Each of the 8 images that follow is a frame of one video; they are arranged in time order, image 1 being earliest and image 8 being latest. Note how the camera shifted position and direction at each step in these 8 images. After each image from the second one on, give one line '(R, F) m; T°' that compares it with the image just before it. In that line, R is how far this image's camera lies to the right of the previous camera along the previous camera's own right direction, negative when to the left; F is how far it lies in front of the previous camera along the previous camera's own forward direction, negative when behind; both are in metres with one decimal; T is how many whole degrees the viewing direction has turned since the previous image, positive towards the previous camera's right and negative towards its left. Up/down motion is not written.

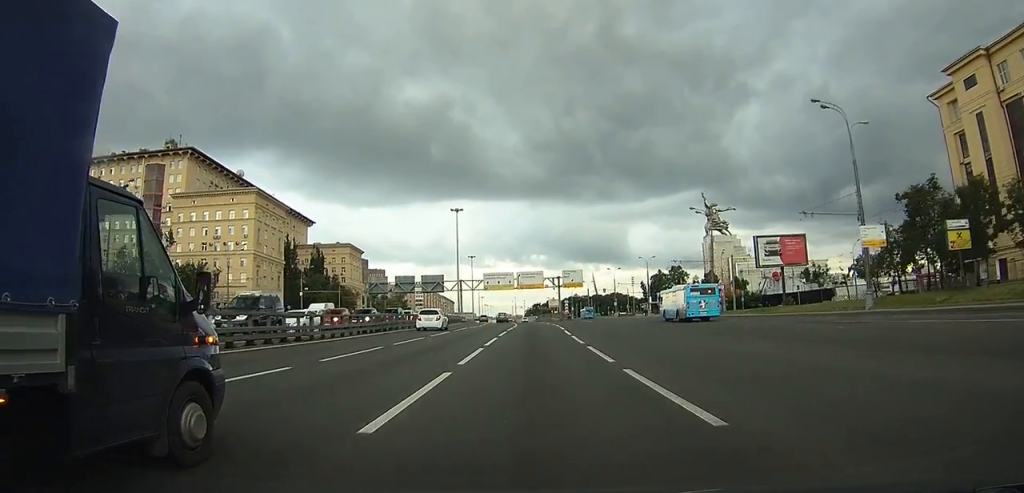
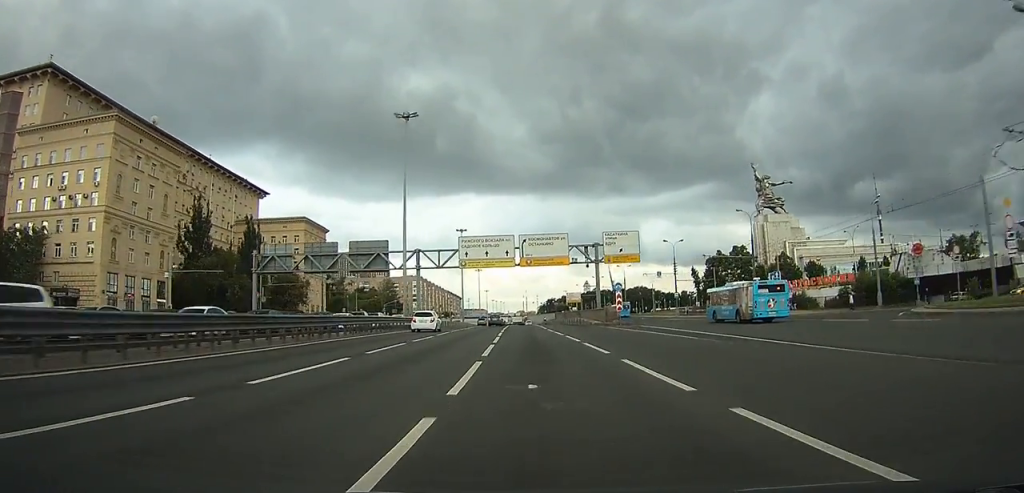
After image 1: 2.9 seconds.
(-0.2, +53.2) m; -2°
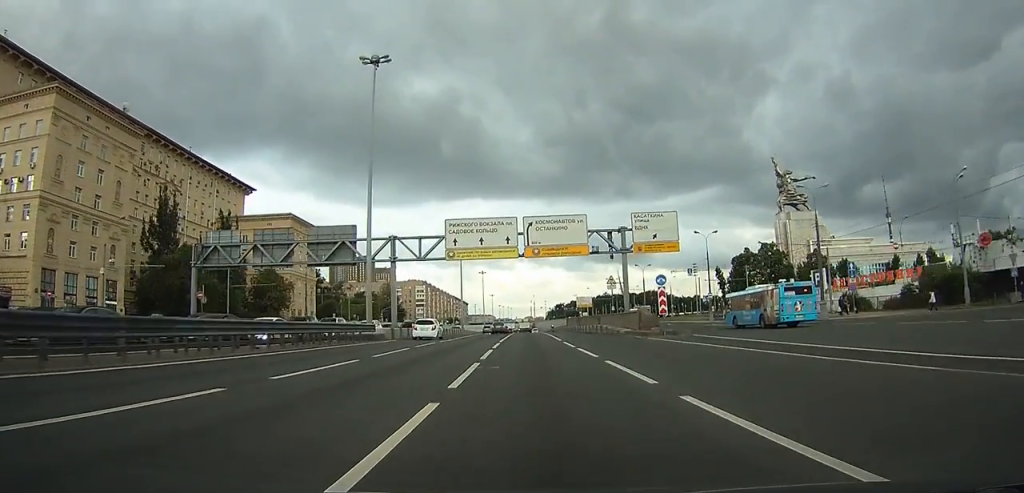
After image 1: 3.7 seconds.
(-0.2, +14.7) m; -2°
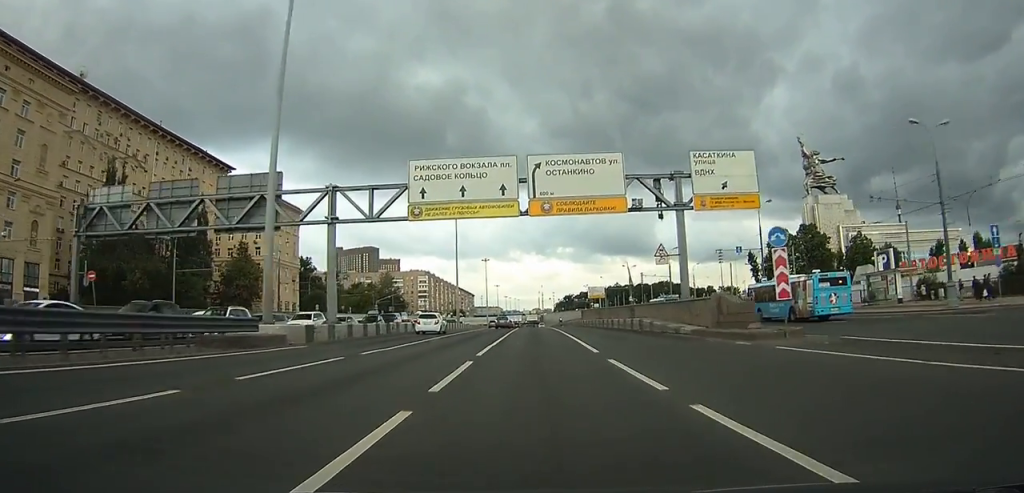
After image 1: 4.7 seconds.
(-0.3, +17.3) m; -1°
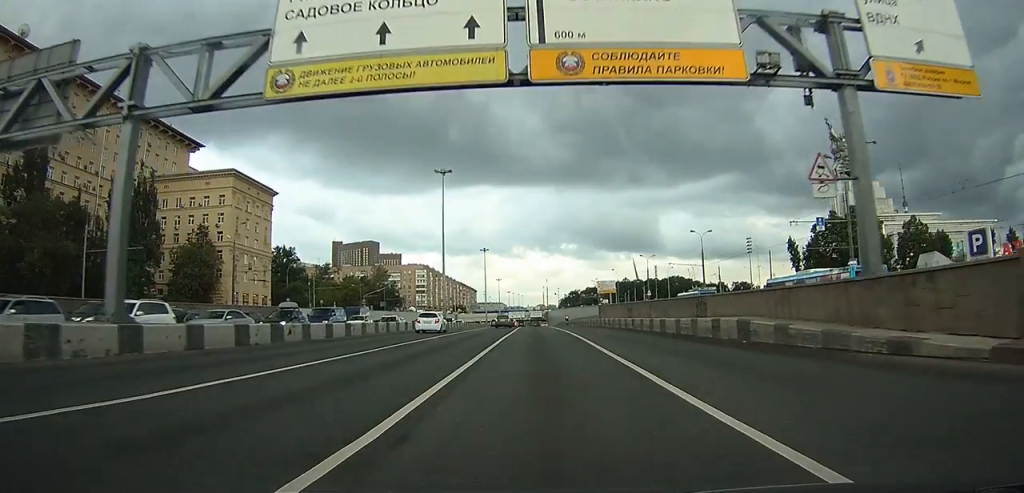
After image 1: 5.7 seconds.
(-0.1, +18.6) m; 0°
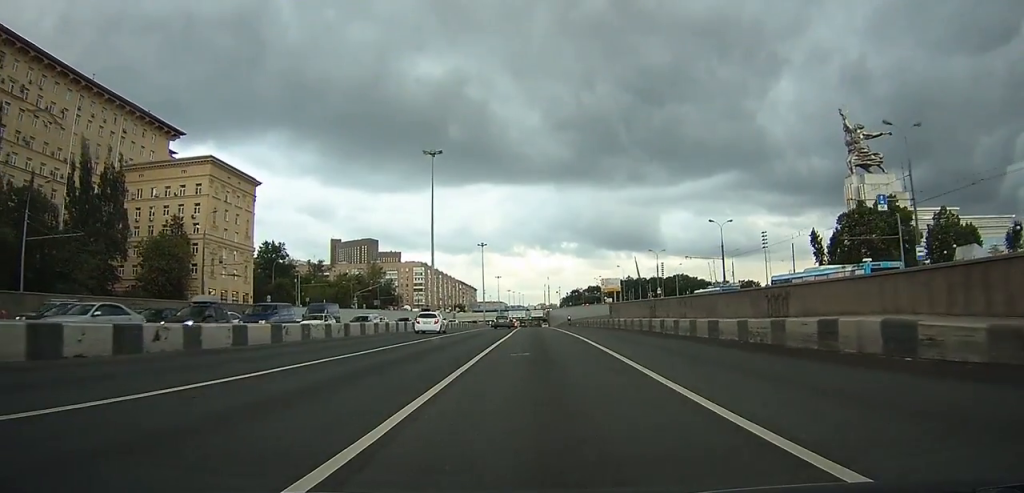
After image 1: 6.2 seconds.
(+0.1, +9.3) m; 0°
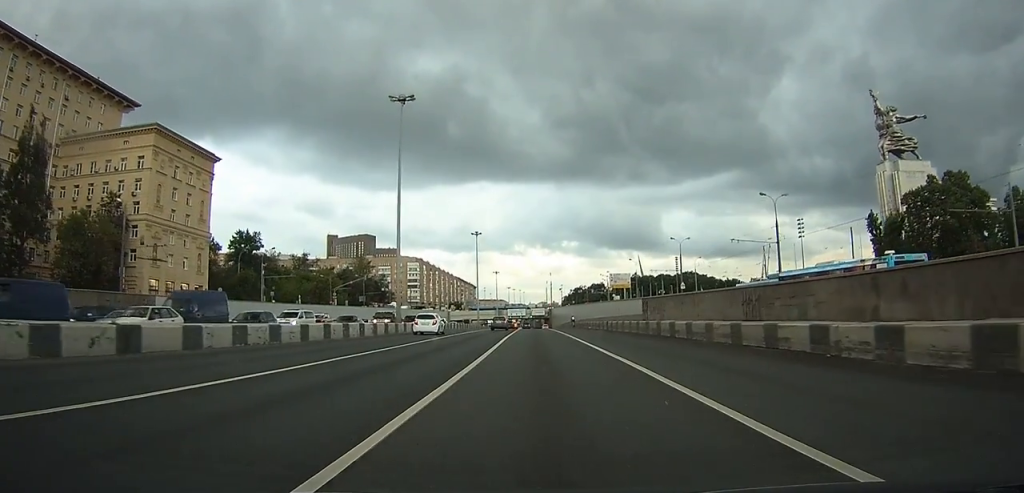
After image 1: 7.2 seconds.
(-0.1, +18.7) m; 0°
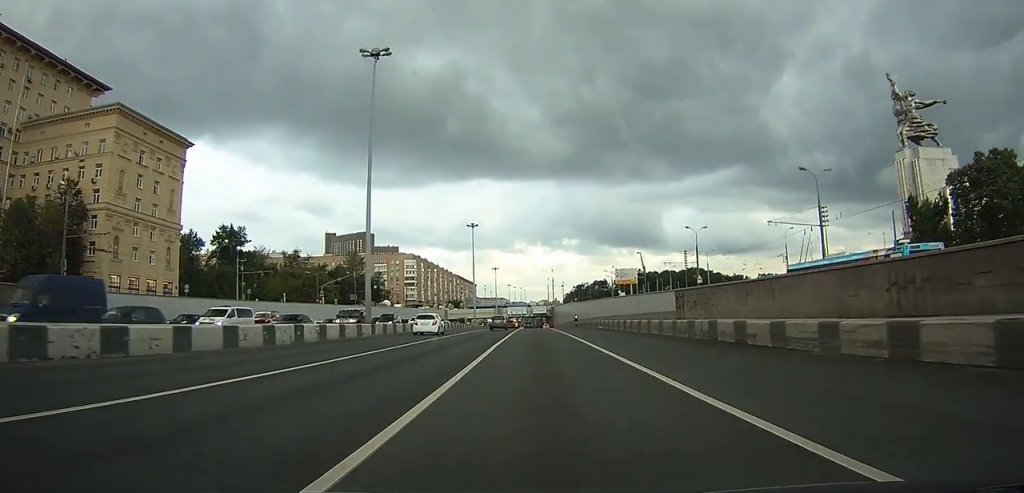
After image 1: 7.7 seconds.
(0.0, +10.0) m; 0°
